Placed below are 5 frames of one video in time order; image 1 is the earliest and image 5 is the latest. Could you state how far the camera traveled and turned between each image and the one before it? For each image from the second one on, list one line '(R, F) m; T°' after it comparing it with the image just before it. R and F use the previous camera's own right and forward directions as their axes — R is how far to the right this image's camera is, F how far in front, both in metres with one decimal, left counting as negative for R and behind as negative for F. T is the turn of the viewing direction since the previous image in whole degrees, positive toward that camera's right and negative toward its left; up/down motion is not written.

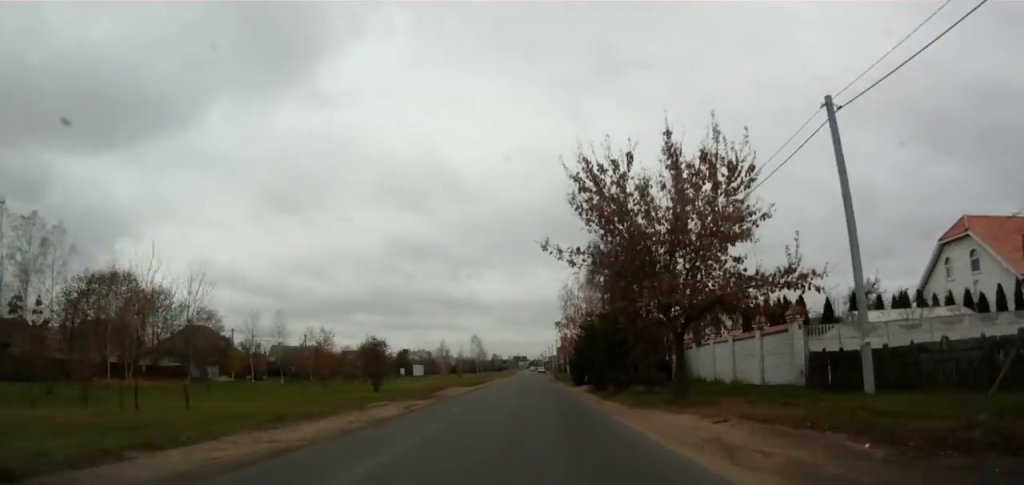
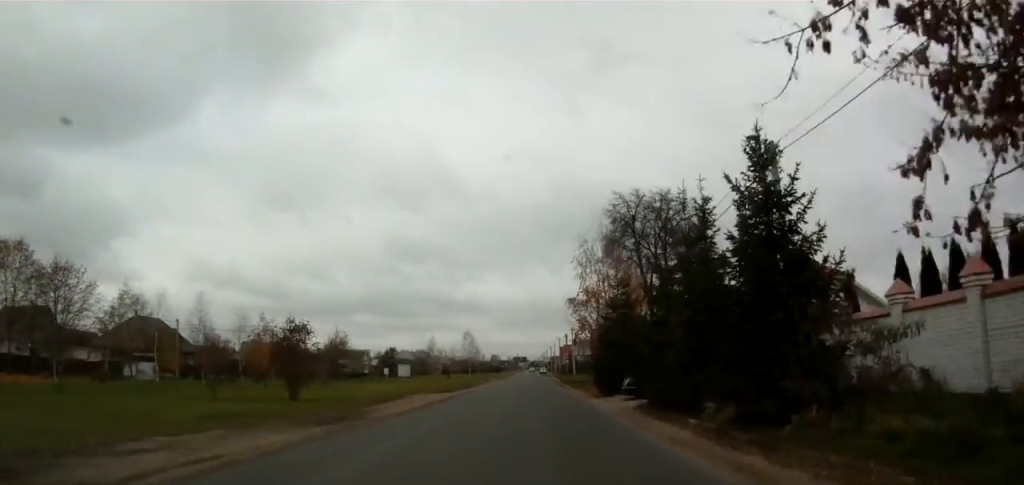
(-0.1, +16.2) m; 0°
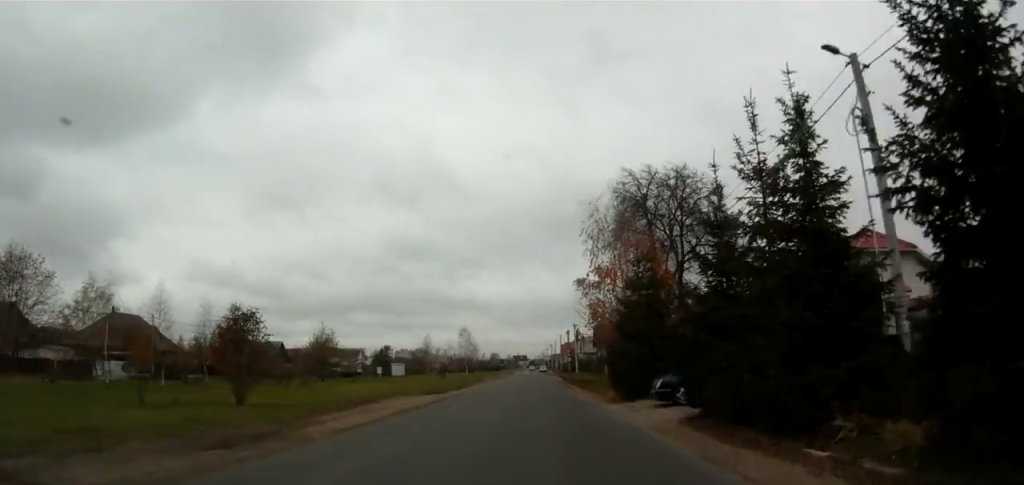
(0.0, +5.8) m; 0°
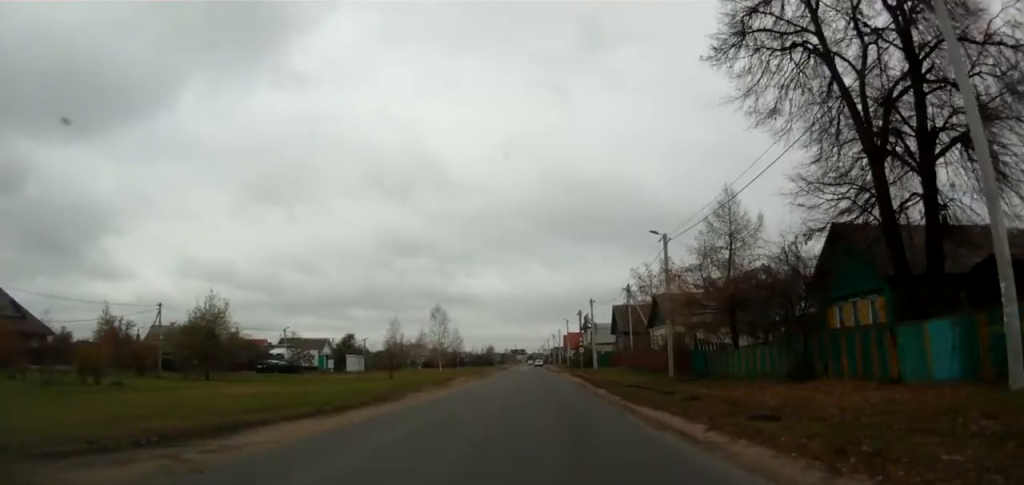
(-0.3, +29.2) m; -1°
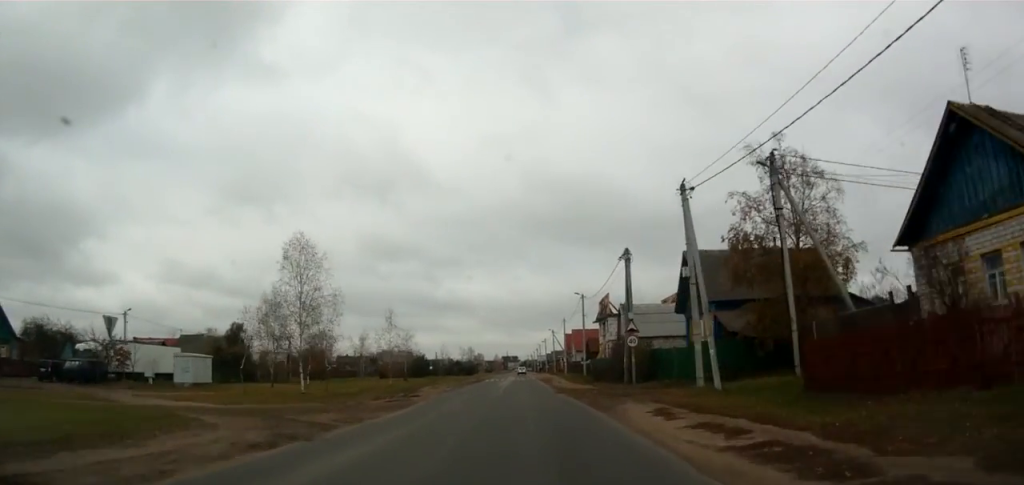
(+1.4, +45.1) m; +1°
